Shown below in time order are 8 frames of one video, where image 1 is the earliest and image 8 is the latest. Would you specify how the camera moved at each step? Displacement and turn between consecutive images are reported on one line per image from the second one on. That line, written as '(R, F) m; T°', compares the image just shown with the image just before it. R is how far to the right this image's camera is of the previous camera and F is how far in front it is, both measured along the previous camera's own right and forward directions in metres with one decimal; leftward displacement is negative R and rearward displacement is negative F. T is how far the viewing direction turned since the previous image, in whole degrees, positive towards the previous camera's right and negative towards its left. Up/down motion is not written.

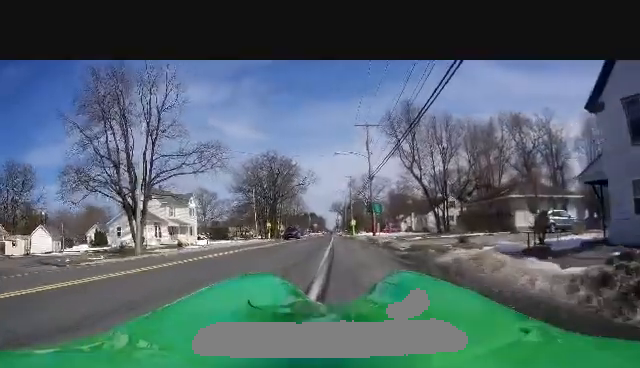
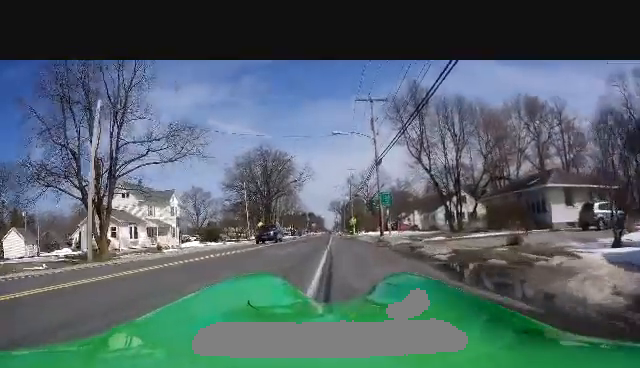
(0.0, +6.3) m; 0°
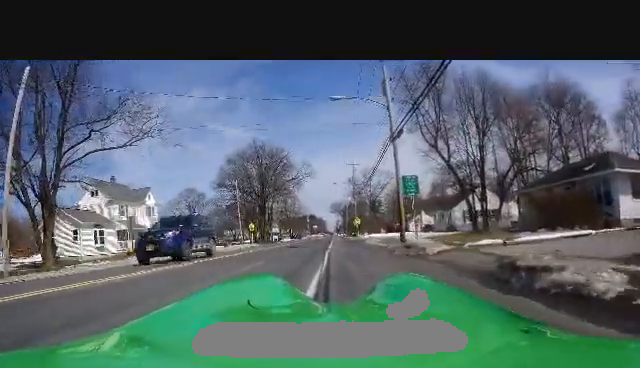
(0.0, +7.6) m; 0°
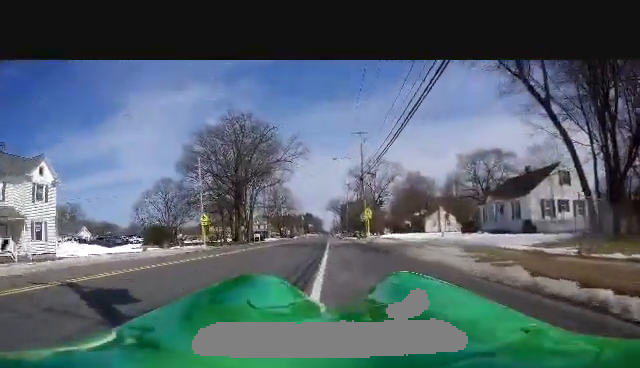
(0.0, +19.8) m; +1°
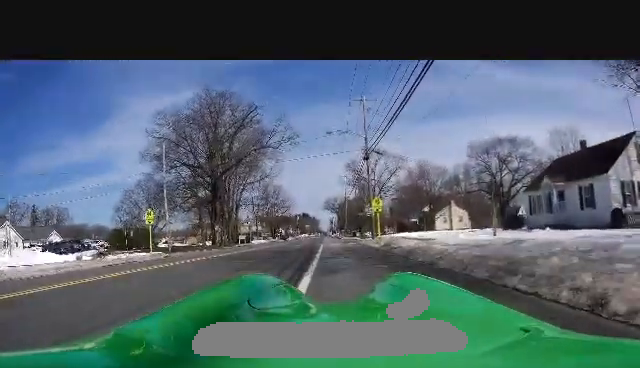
(+0.1, +10.0) m; 0°
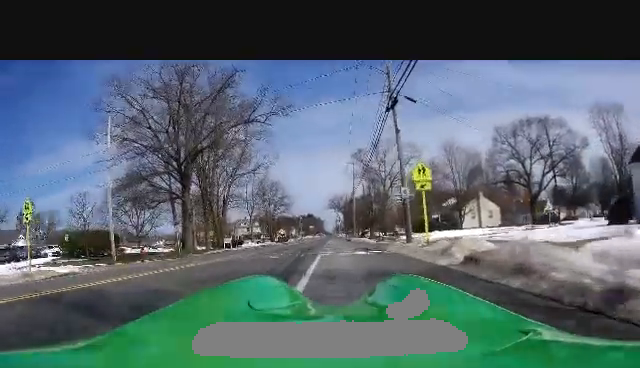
(0.0, +11.7) m; 0°
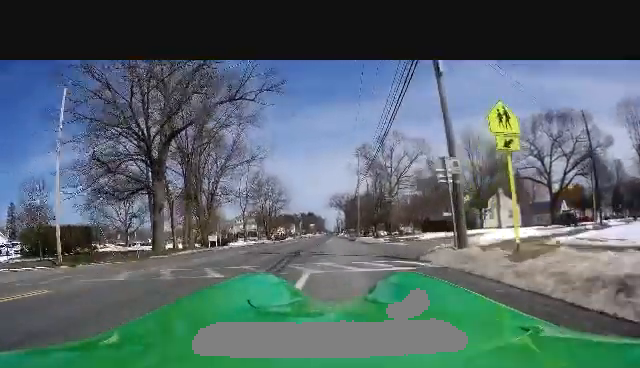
(0.0, +6.7) m; 0°
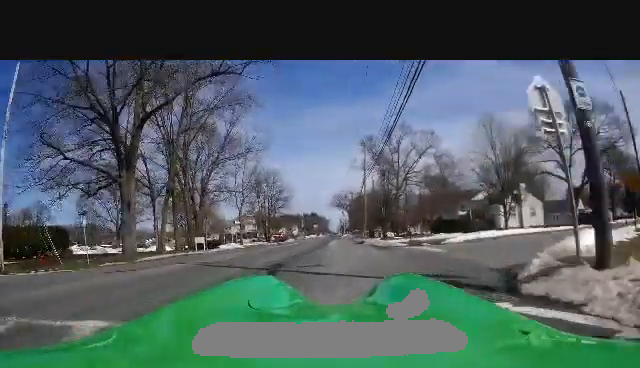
(0.0, +5.5) m; 0°
